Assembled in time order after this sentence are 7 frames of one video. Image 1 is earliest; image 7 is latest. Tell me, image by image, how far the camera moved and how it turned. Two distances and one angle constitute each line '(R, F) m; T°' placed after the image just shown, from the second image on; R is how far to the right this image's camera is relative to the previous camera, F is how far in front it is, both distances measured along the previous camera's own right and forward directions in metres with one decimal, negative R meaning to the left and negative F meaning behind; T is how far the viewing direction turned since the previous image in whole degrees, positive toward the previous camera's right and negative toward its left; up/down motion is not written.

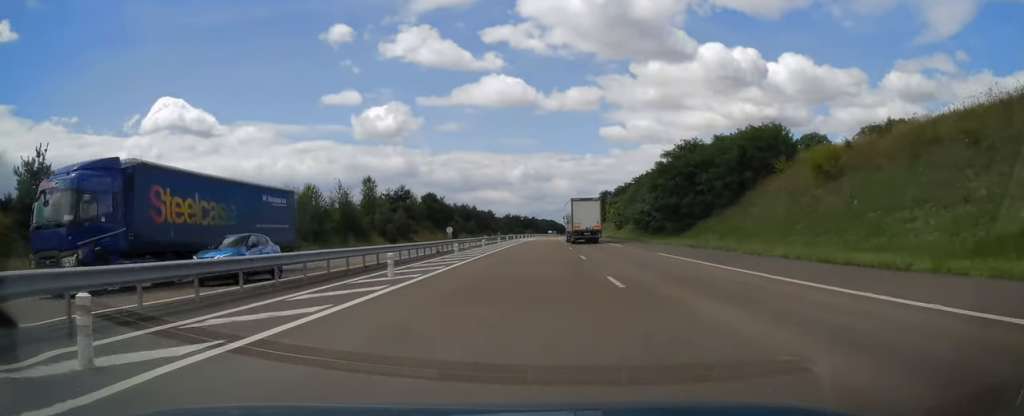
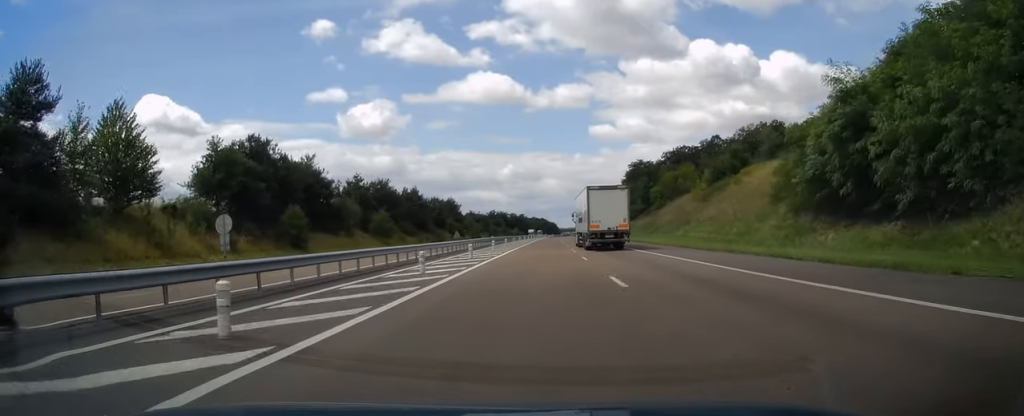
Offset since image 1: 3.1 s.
(-0.1, +92.7) m; 0°
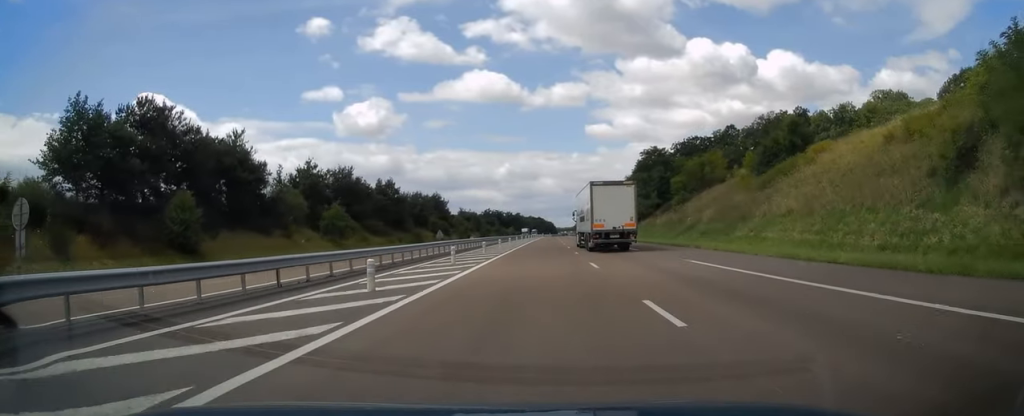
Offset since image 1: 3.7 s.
(+0.1, +18.8) m; +1°
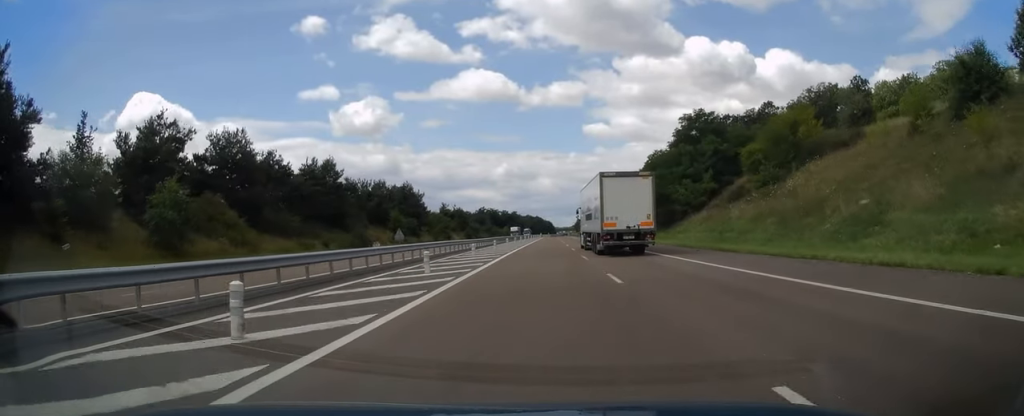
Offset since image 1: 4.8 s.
(+0.3, +32.1) m; 0°
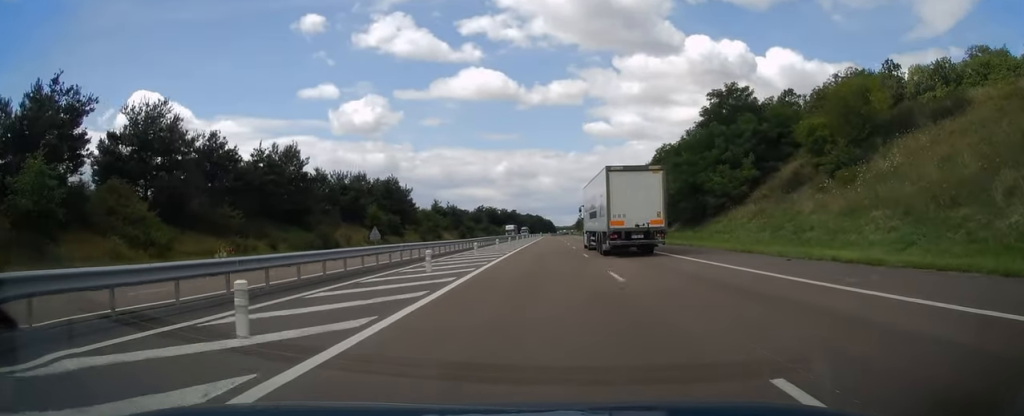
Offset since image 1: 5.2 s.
(0.0, +12.8) m; 0°
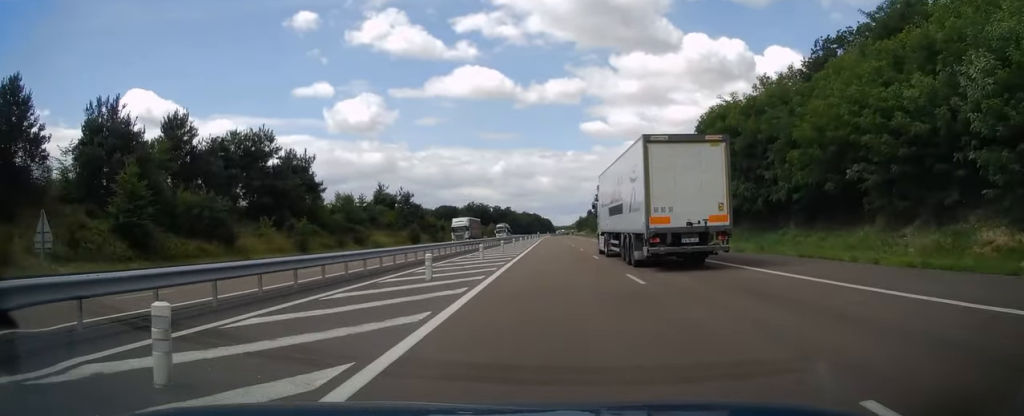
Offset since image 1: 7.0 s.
(+0.1, +53.2) m; 0°
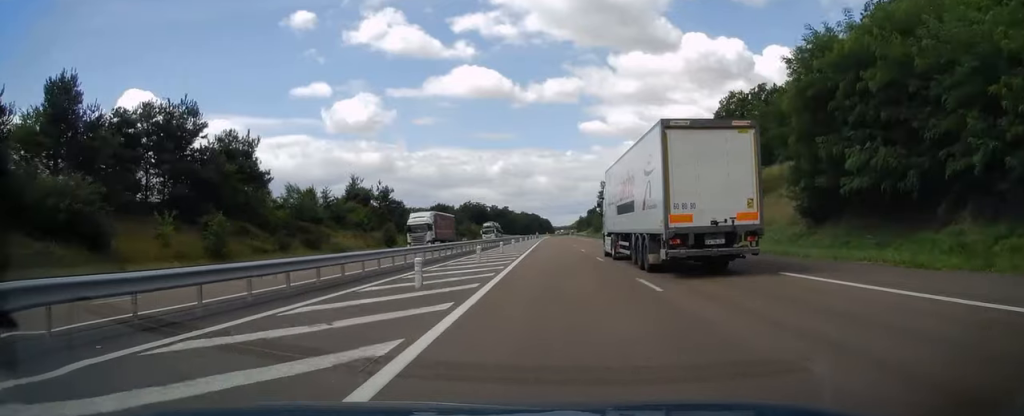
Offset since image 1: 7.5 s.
(-0.2, +14.8) m; 0°
